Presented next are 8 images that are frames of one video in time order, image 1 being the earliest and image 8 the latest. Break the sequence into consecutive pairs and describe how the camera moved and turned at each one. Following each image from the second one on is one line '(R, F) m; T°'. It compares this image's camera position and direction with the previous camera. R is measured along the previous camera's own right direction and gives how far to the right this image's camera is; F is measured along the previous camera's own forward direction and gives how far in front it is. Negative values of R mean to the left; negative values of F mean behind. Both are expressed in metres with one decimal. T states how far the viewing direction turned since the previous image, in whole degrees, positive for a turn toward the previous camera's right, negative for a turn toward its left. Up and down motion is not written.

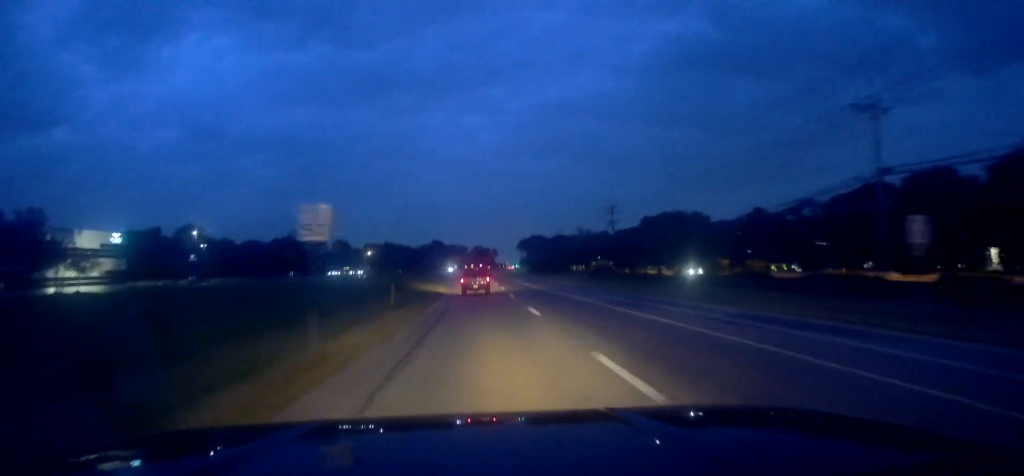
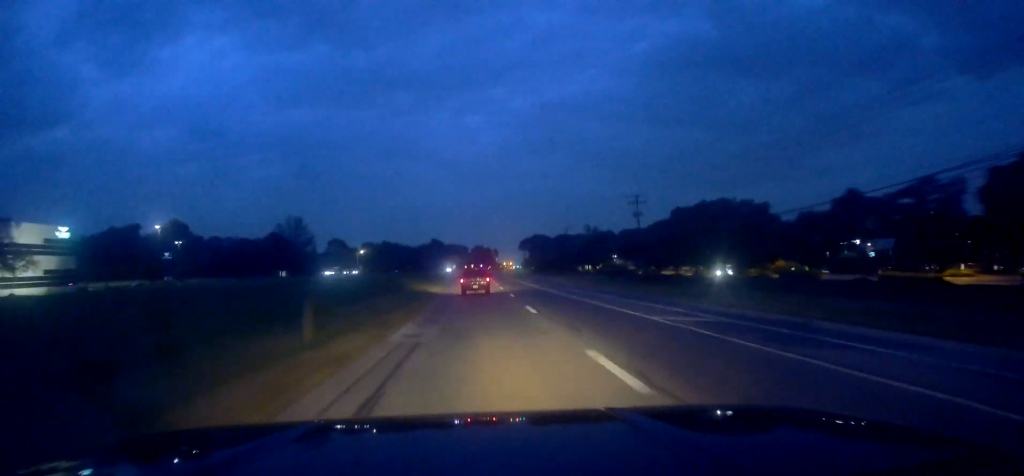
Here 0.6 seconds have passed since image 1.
(0.0, +14.1) m; -1°
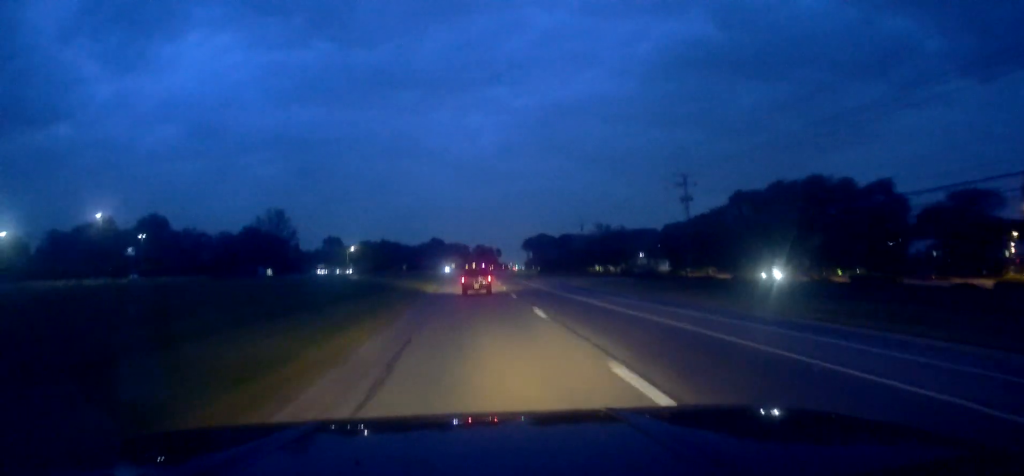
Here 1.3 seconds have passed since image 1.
(-0.4, +17.3) m; -1°
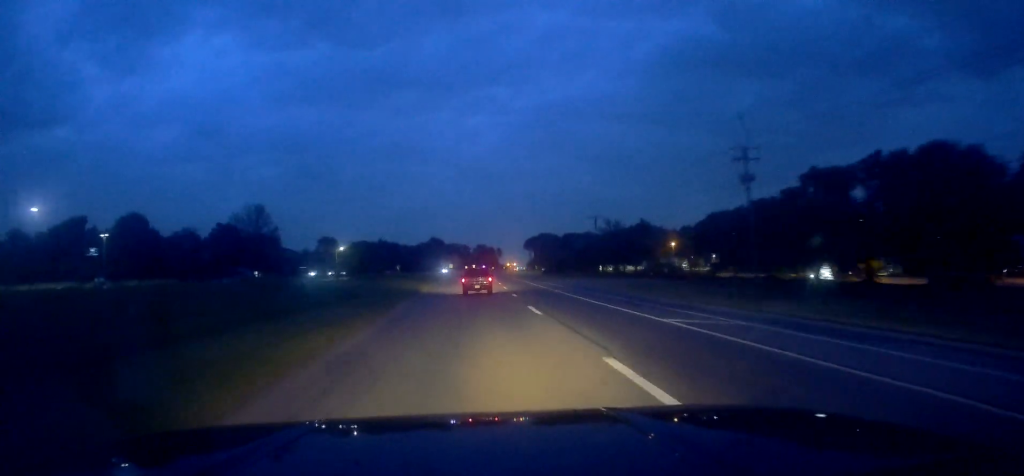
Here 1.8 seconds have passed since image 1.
(-0.1, +13.9) m; 0°
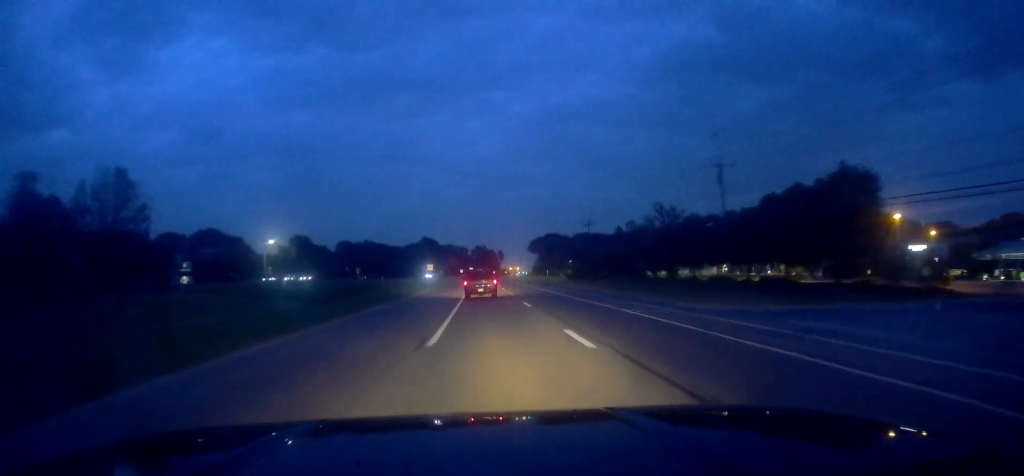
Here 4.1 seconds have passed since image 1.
(+1.2, +54.8) m; 0°
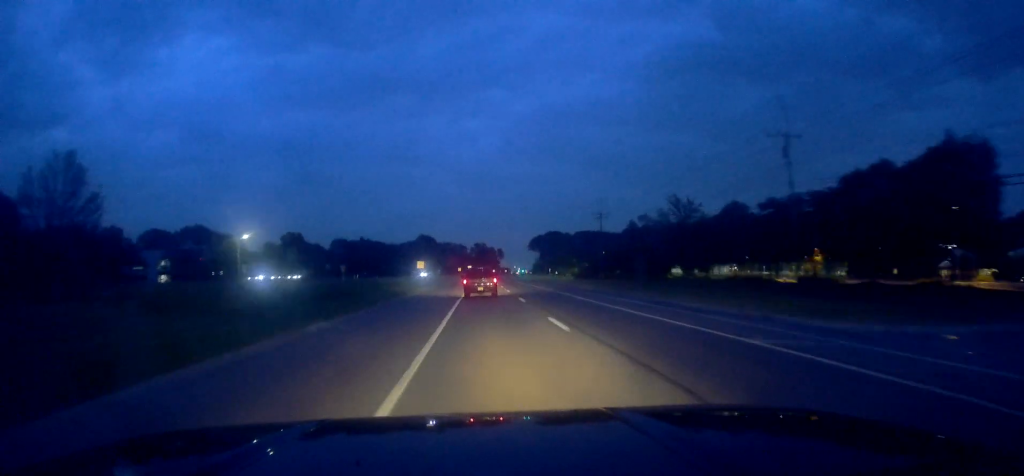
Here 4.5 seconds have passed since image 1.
(-0.3, +11.7) m; -1°
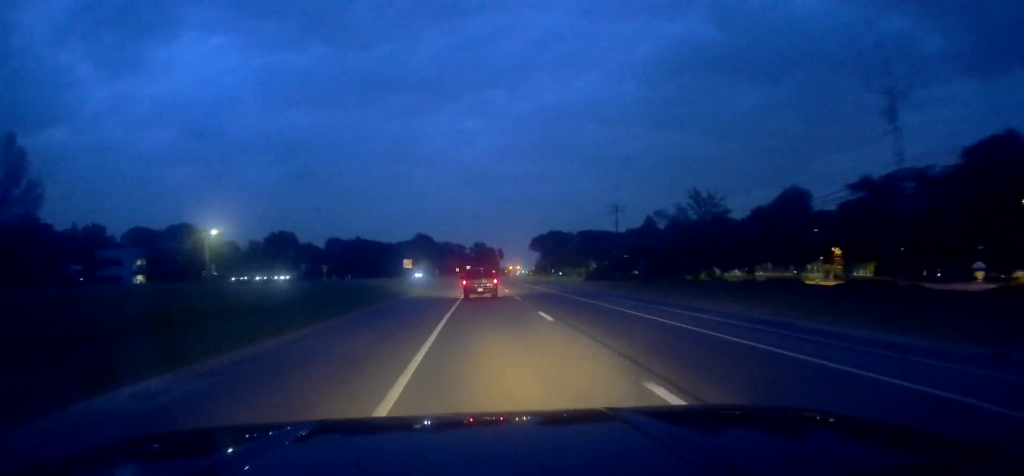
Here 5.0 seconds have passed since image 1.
(+0.1, +11.8) m; 0°
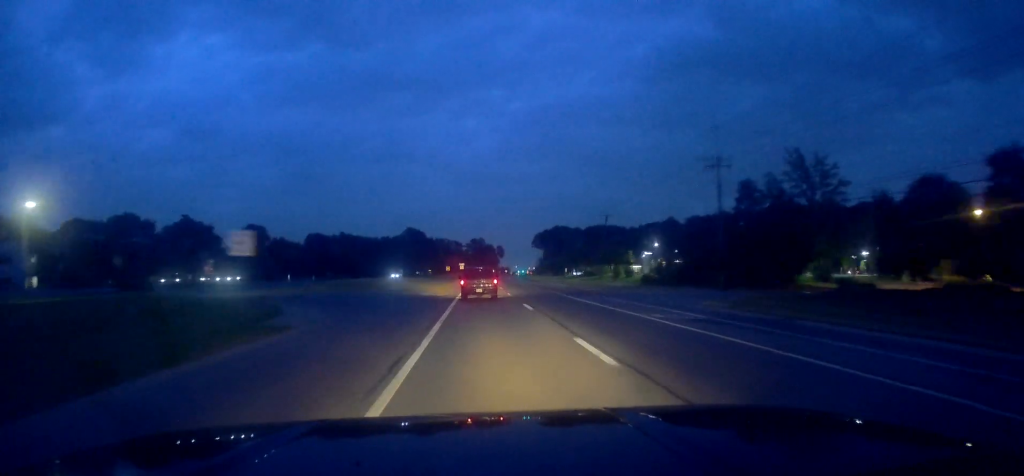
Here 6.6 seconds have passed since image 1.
(+0.8, +39.8) m; +1°
